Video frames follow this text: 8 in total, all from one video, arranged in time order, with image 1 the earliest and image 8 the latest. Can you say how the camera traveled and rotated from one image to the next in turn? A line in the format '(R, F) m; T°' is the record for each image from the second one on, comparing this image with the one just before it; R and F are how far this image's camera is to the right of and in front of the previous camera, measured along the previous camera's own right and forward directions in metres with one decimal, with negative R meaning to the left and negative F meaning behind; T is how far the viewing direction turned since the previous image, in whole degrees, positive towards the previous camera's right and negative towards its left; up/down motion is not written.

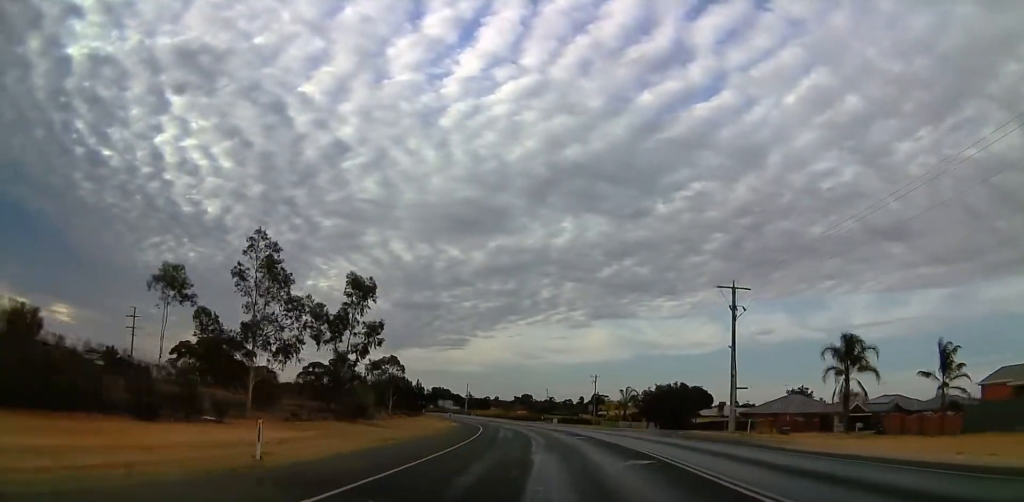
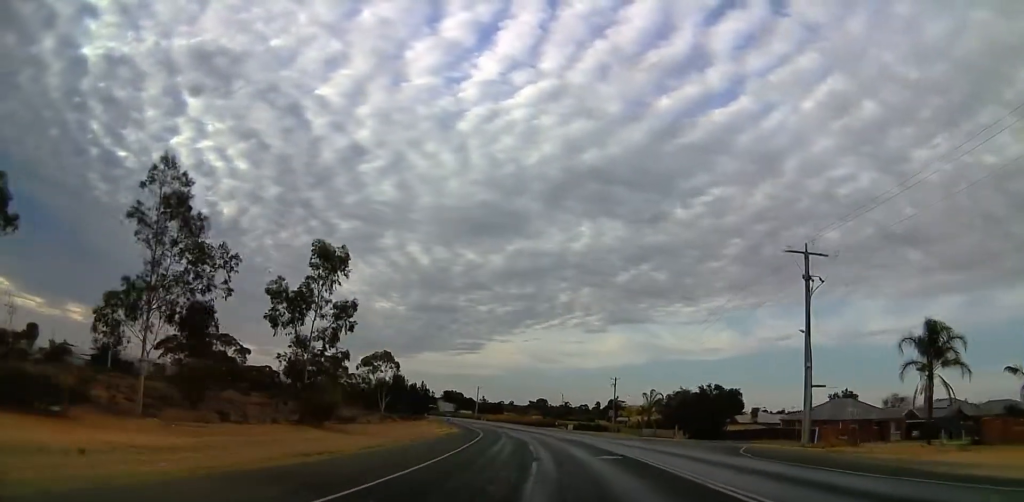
(-0.2, +11.7) m; -1°
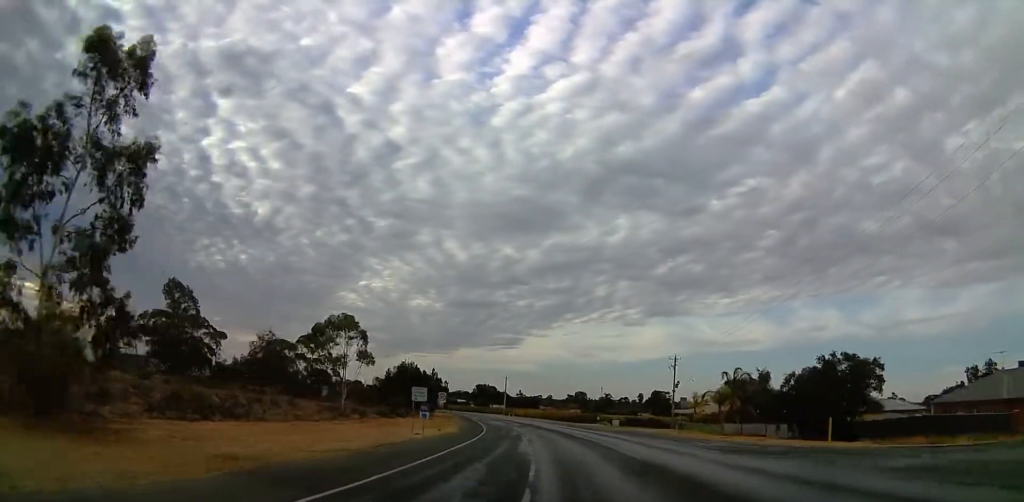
(0.0, +27.8) m; -2°
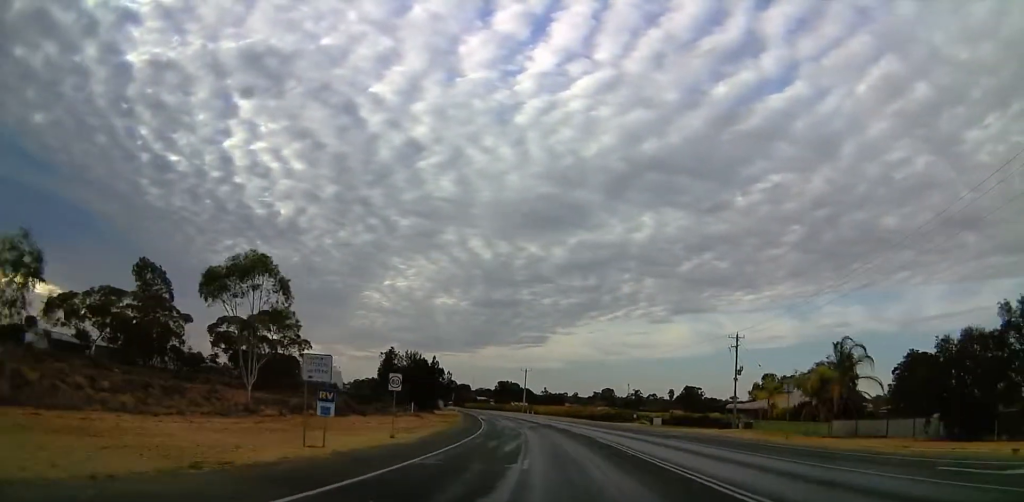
(-0.7, +21.1) m; -4°
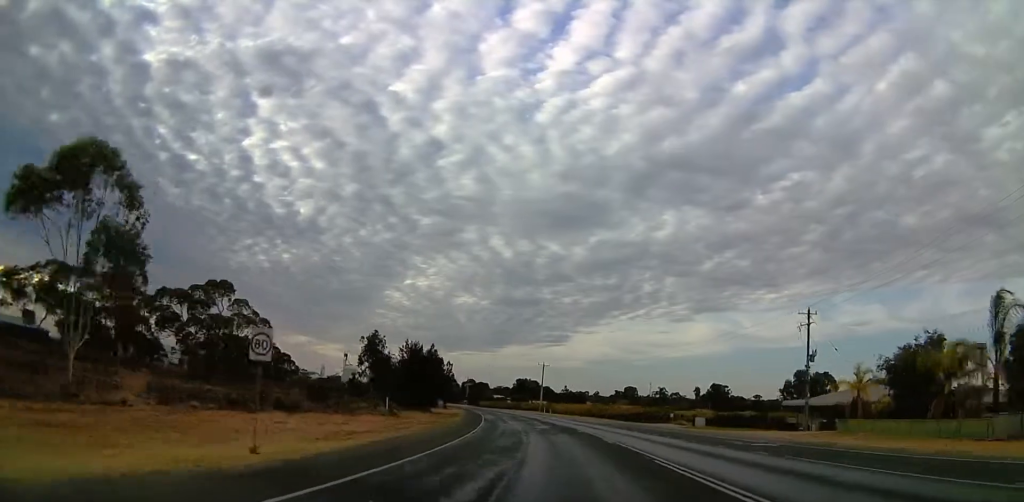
(-0.5, +16.0) m; -3°
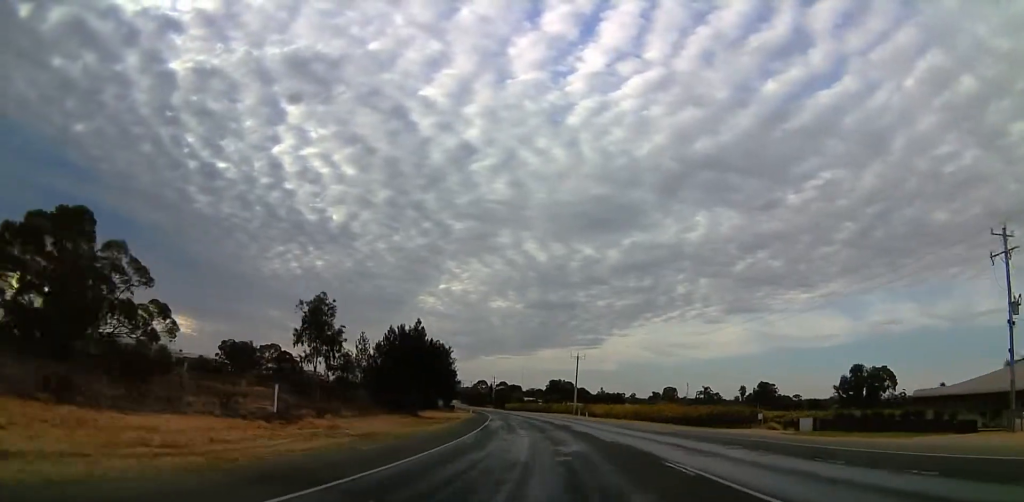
(-0.5, +23.8) m; -2°
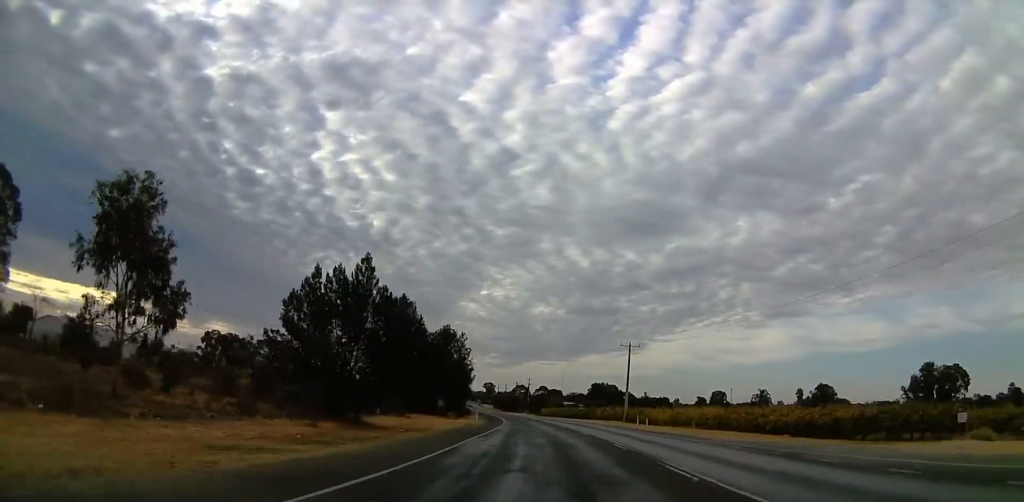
(-0.4, +24.4) m; -4°
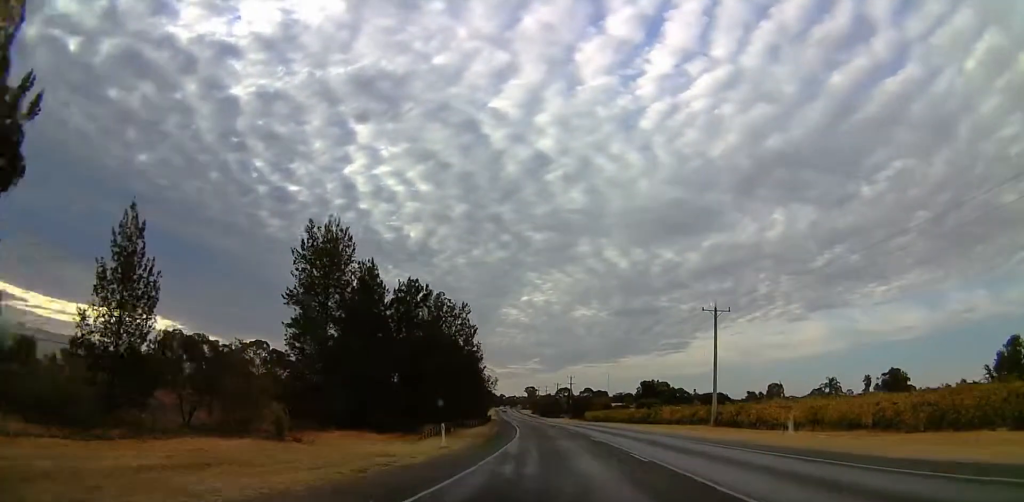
(-1.7, +25.5) m; -3°
